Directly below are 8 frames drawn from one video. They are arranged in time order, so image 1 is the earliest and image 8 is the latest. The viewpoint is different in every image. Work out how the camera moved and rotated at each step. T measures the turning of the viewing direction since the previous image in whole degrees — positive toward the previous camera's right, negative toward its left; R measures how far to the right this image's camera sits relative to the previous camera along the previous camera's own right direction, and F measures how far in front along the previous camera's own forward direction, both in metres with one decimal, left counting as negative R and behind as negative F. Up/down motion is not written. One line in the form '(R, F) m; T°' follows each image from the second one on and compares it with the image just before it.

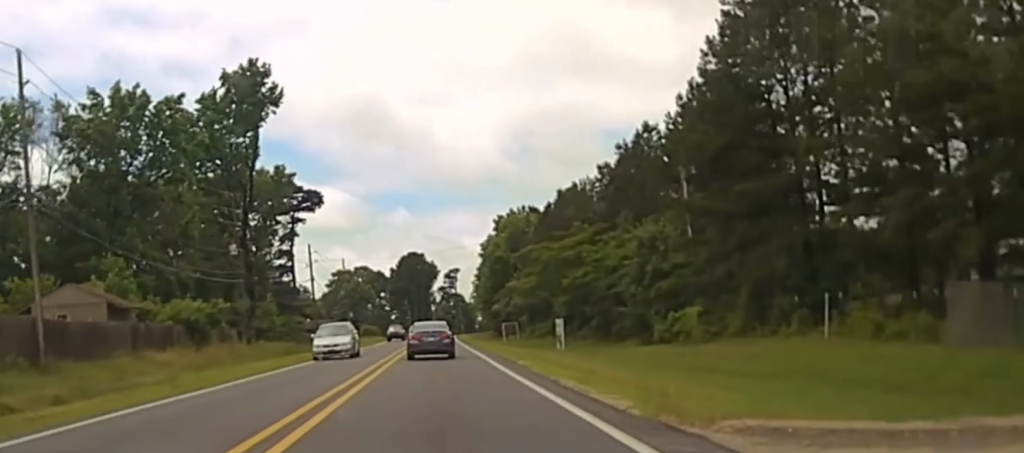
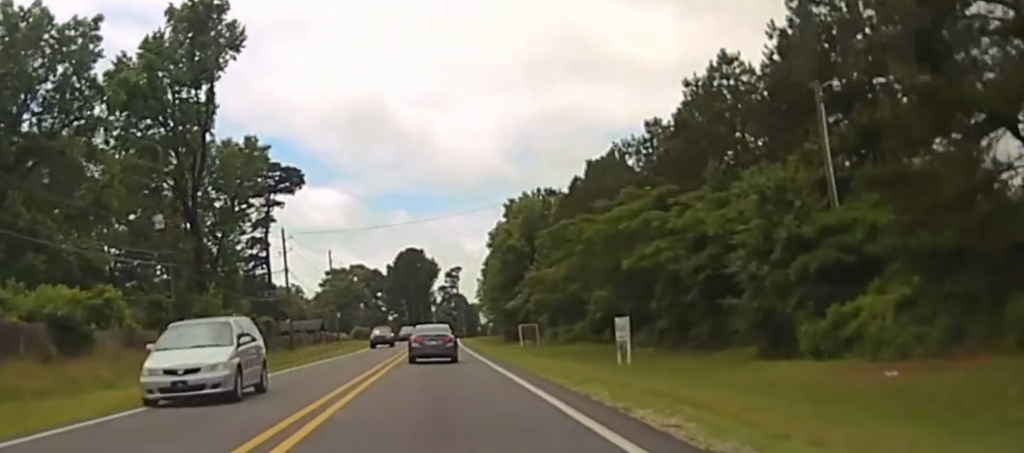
(0.0, +19.0) m; 0°
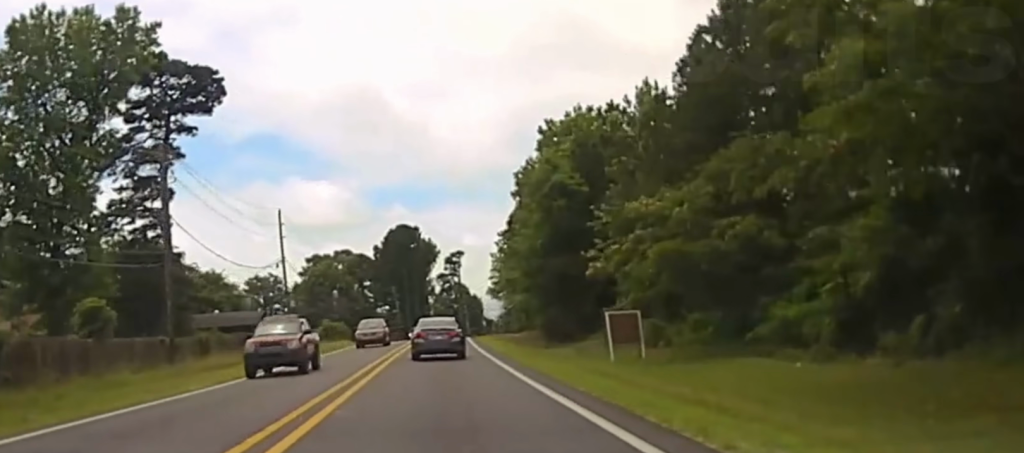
(-0.2, +41.7) m; 0°
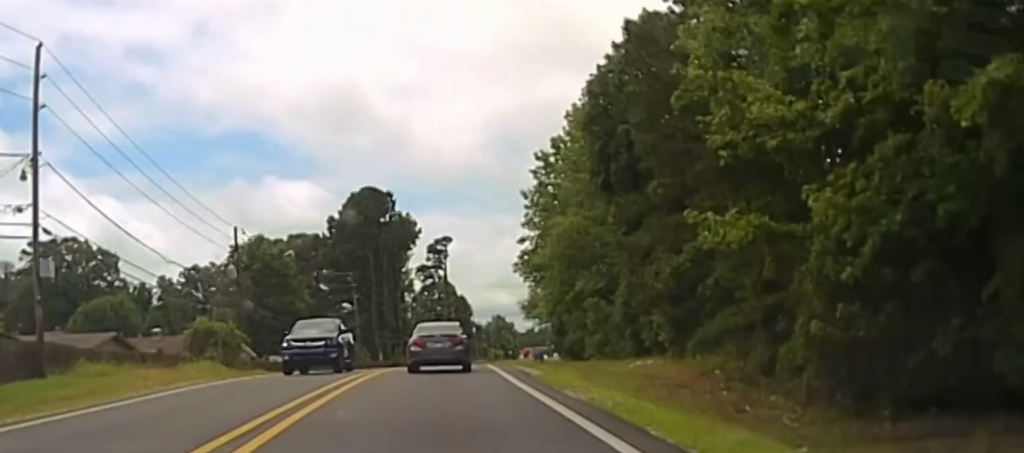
(+0.5, +52.7) m; +2°
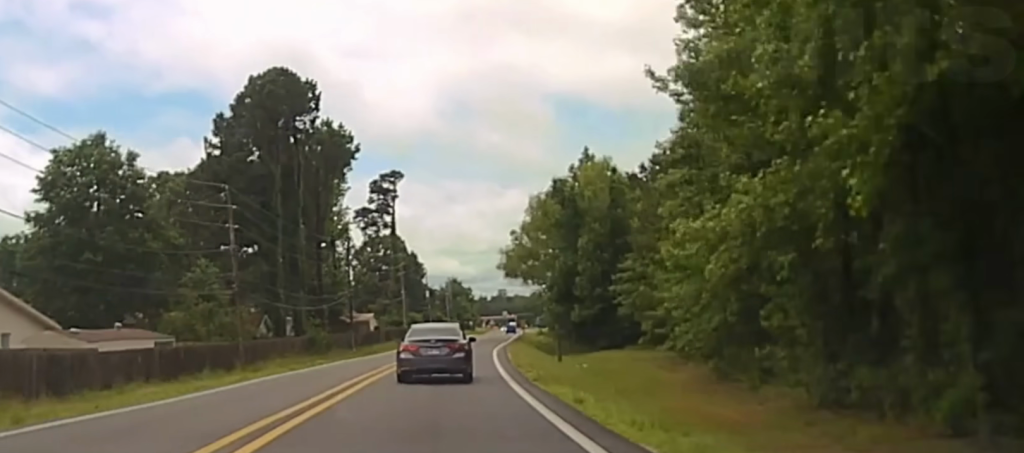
(+0.7, +40.8) m; +3°
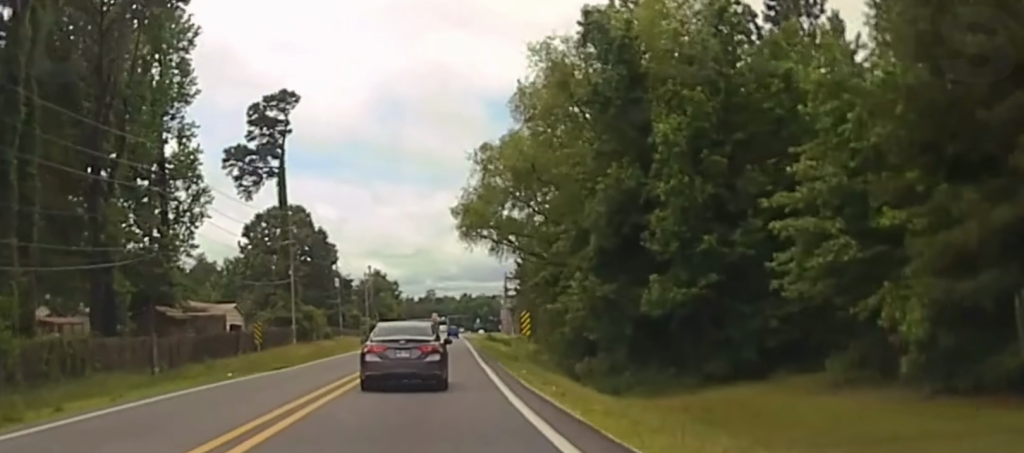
(+1.5, +45.9) m; +3°
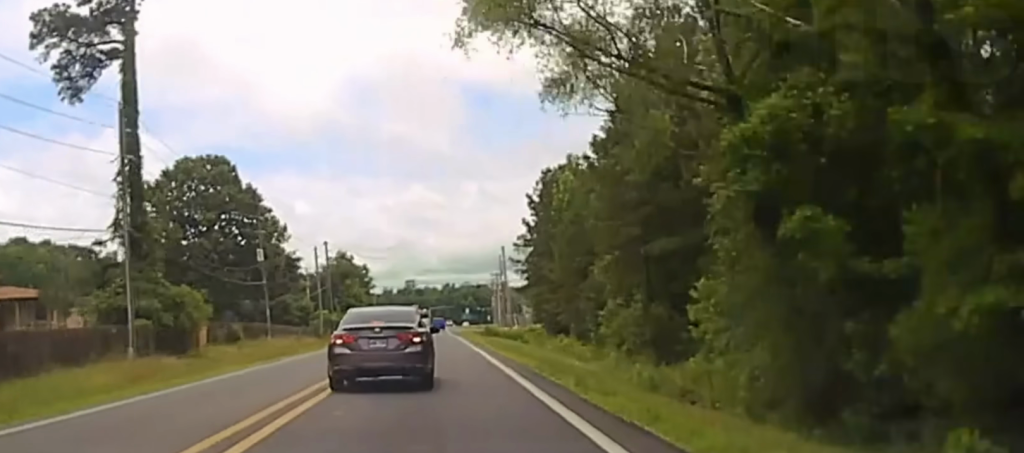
(+0.9, +44.8) m; +1°
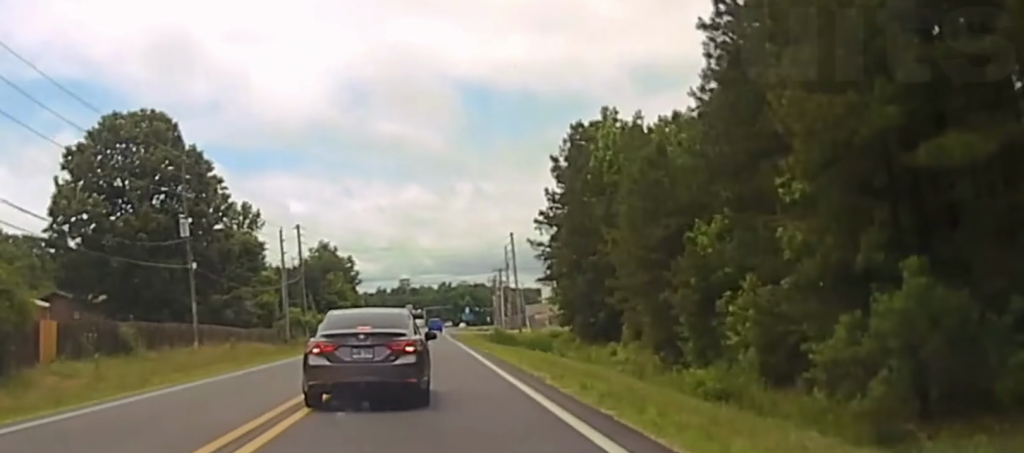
(+0.2, +26.9) m; 0°
